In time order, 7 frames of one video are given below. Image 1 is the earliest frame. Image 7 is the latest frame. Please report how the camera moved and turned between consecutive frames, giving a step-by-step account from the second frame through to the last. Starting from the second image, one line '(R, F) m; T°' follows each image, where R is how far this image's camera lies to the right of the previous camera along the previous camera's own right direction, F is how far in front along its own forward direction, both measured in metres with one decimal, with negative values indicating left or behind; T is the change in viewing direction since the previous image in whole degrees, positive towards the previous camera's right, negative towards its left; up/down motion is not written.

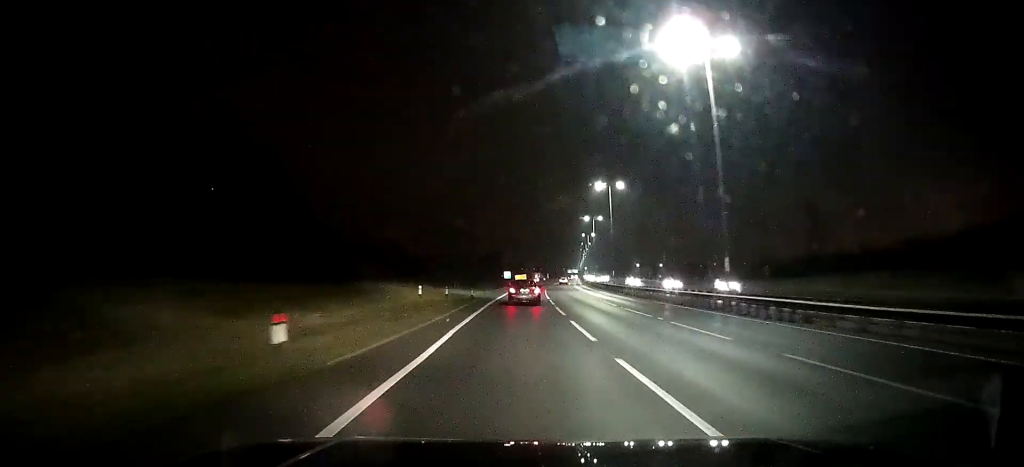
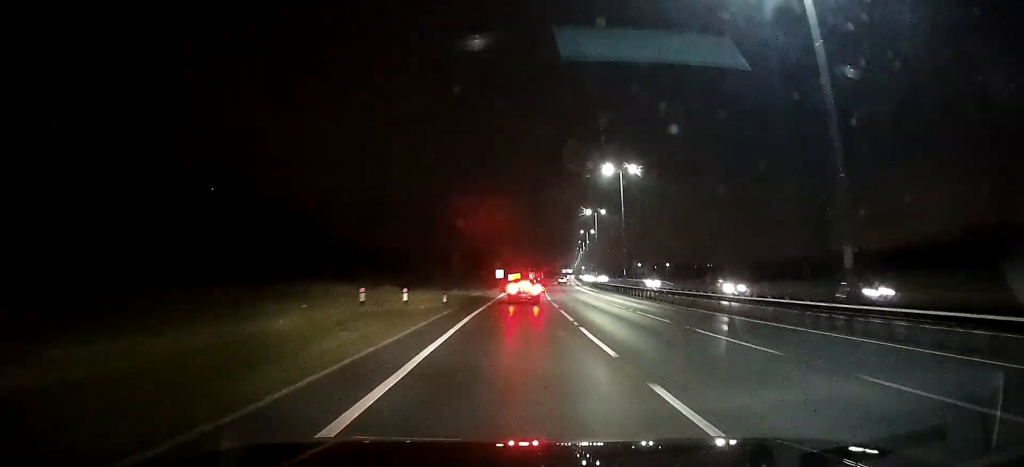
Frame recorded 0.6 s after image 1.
(+0.2, +13.0) m; +1°
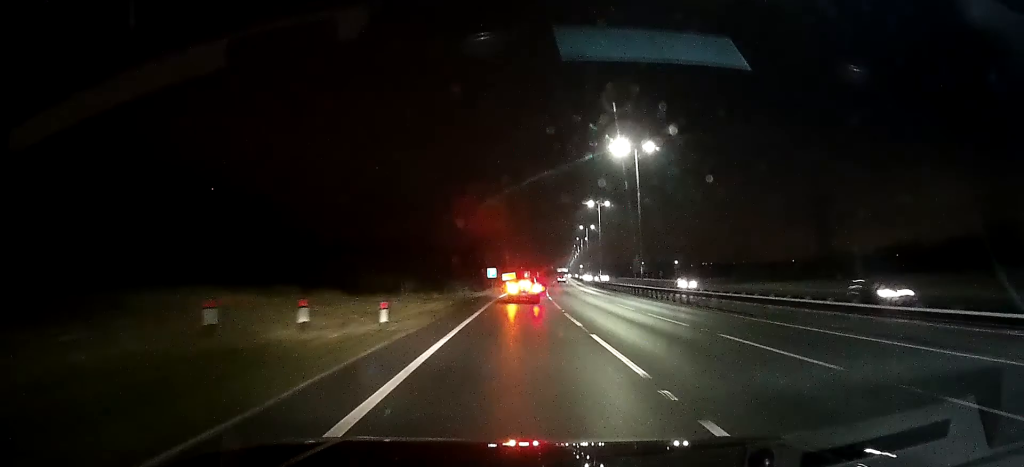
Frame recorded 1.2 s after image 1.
(-0.2, +12.2) m; +1°
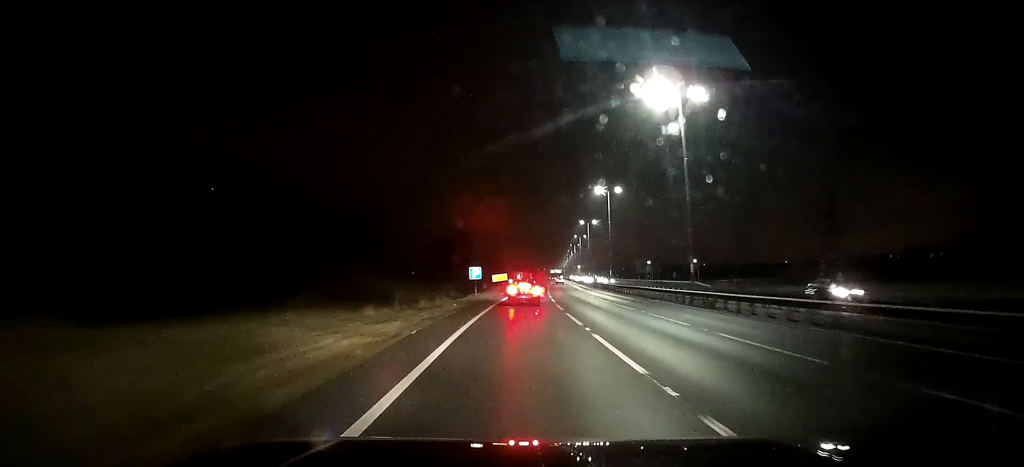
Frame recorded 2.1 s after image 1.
(+0.3, +19.1) m; +1°
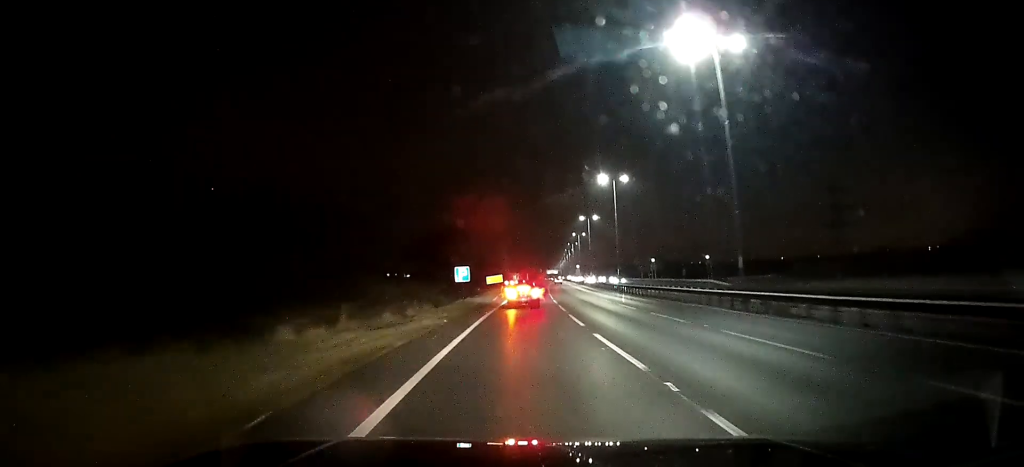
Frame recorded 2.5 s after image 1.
(+0.2, +9.9) m; 0°
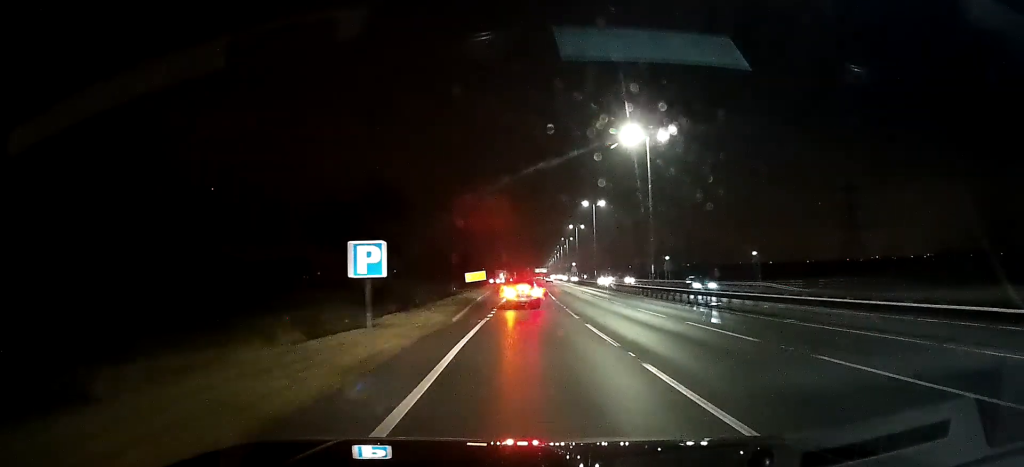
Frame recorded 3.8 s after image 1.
(-0.2, +25.4) m; +1°
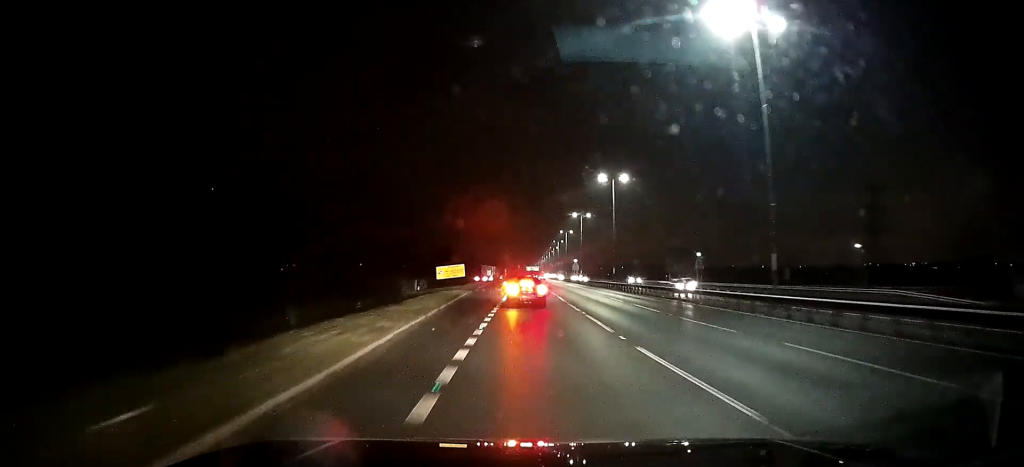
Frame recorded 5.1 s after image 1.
(+0.6, +27.1) m; +1°
